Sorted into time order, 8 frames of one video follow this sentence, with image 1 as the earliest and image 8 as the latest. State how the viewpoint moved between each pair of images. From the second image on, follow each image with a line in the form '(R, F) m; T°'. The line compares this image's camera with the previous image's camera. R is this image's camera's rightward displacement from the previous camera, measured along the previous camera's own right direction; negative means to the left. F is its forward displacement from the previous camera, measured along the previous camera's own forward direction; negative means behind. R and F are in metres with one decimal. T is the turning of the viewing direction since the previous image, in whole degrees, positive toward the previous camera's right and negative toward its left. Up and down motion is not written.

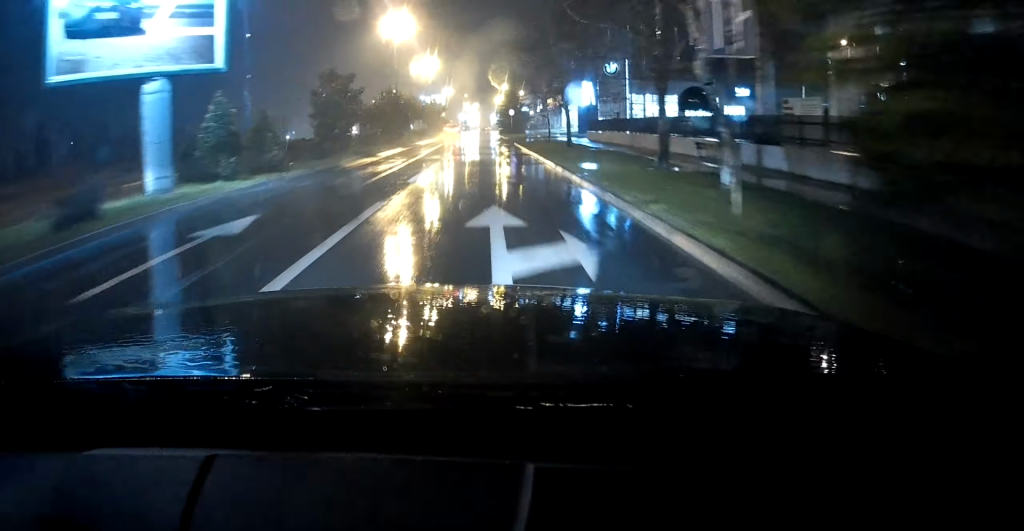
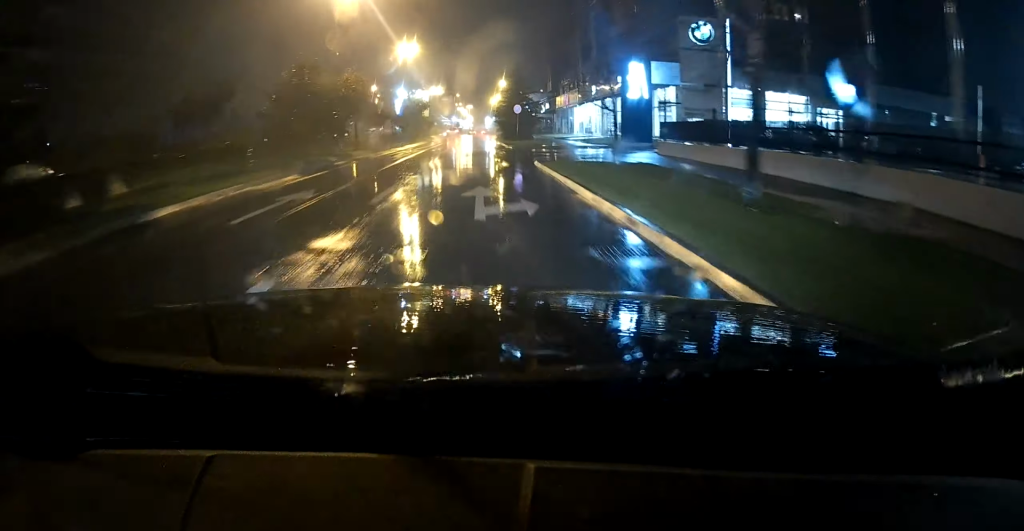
(+0.1, +21.2) m; 0°
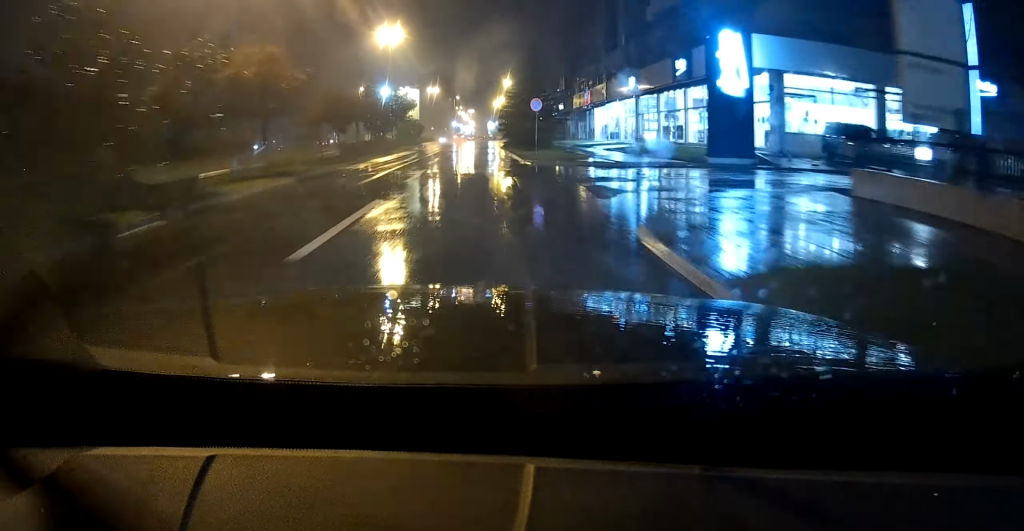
(0.0, +15.4) m; 0°
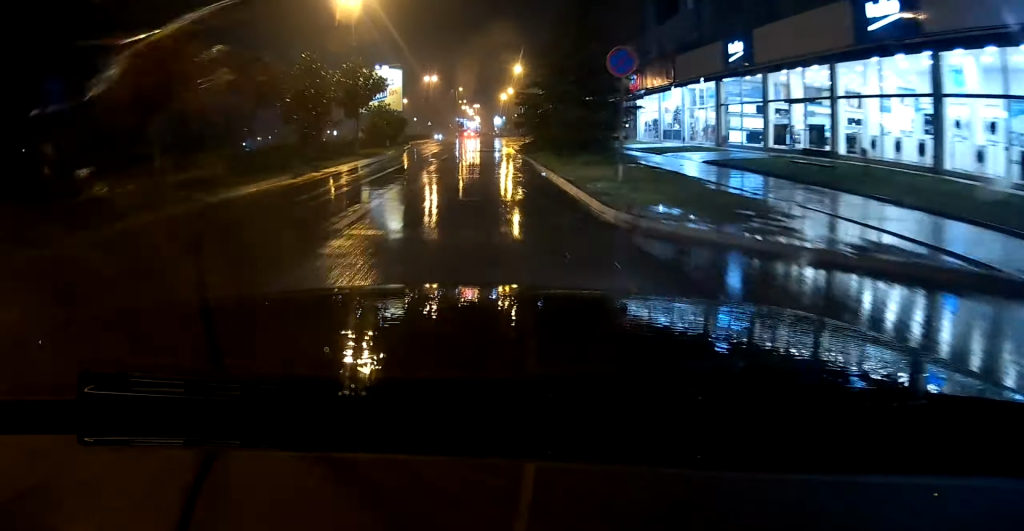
(-0.1, +19.1) m; 0°
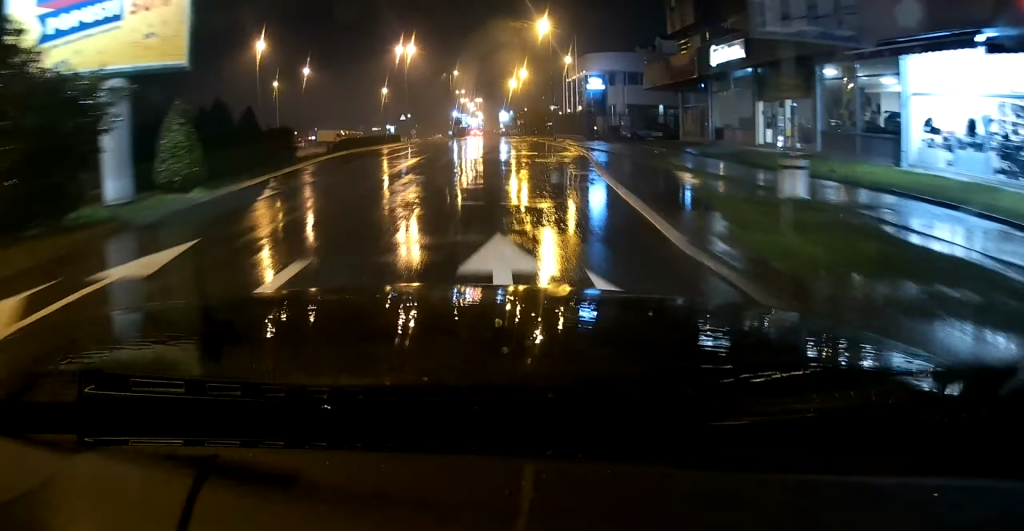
(+0.4, +38.0) m; 0°
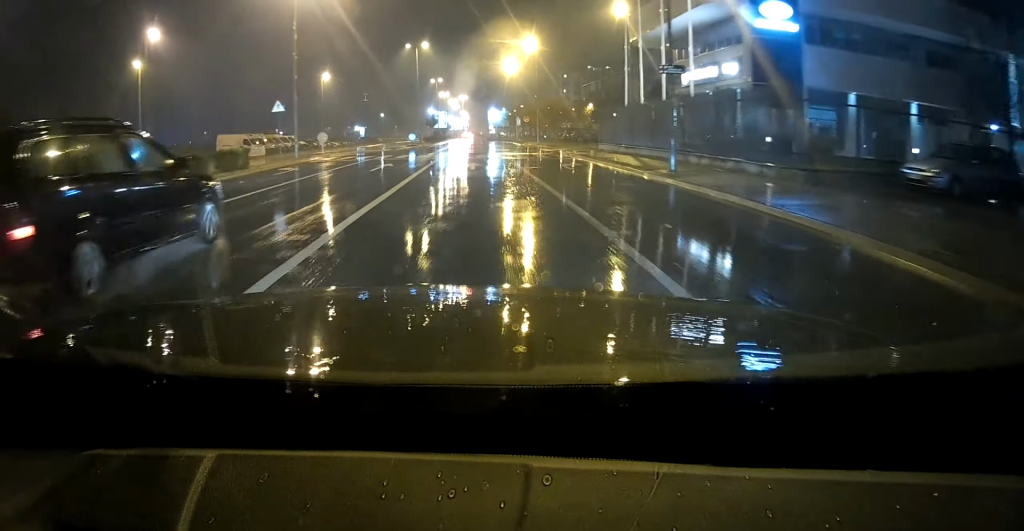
(-0.1, +38.7) m; +1°
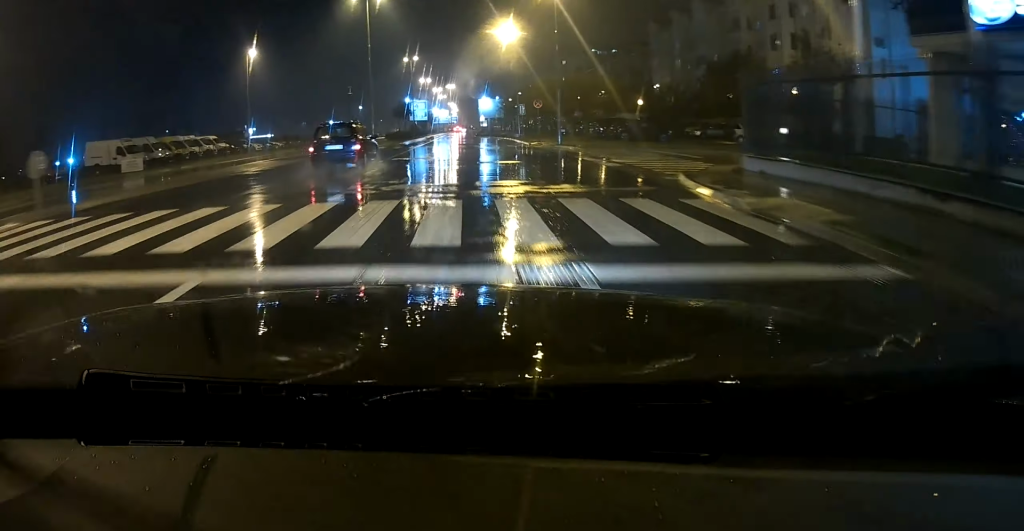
(+0.4, +25.1) m; 0°
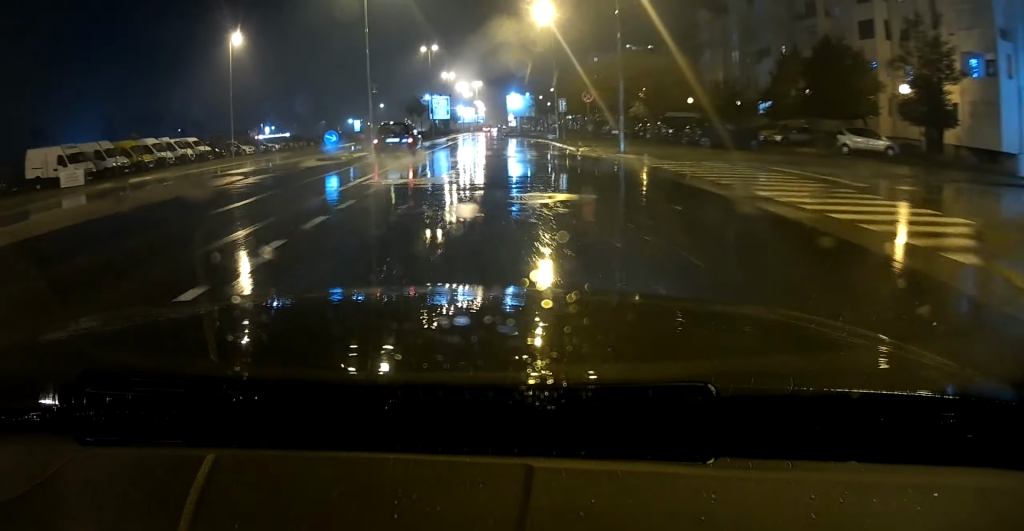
(-0.1, +10.9) m; -1°
